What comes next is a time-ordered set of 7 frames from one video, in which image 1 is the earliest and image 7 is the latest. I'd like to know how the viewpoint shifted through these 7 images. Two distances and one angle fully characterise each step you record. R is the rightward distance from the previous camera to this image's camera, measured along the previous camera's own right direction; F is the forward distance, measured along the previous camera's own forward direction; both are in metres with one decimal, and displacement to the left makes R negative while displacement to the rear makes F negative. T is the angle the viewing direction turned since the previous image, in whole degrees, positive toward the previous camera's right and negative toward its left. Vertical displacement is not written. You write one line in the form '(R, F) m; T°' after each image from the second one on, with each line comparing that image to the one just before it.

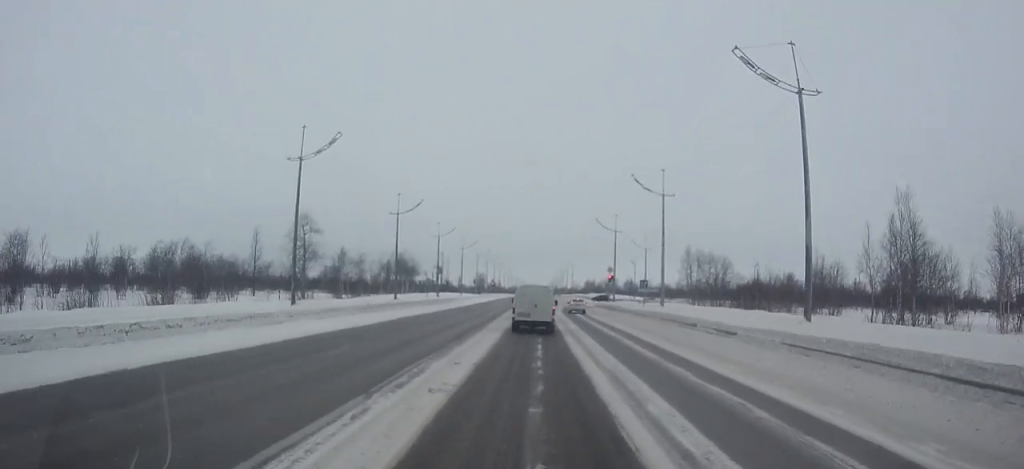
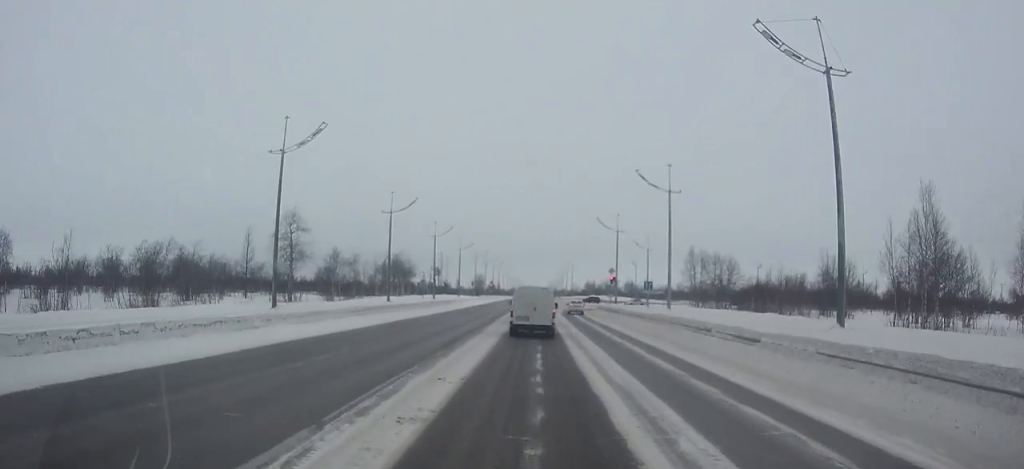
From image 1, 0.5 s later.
(0.0, +2.3) m; 0°
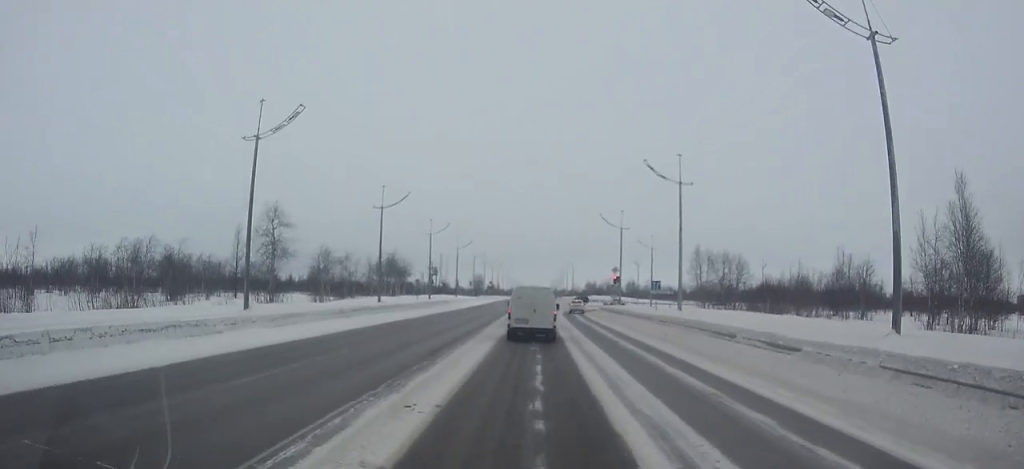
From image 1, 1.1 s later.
(0.0, +3.1) m; 0°
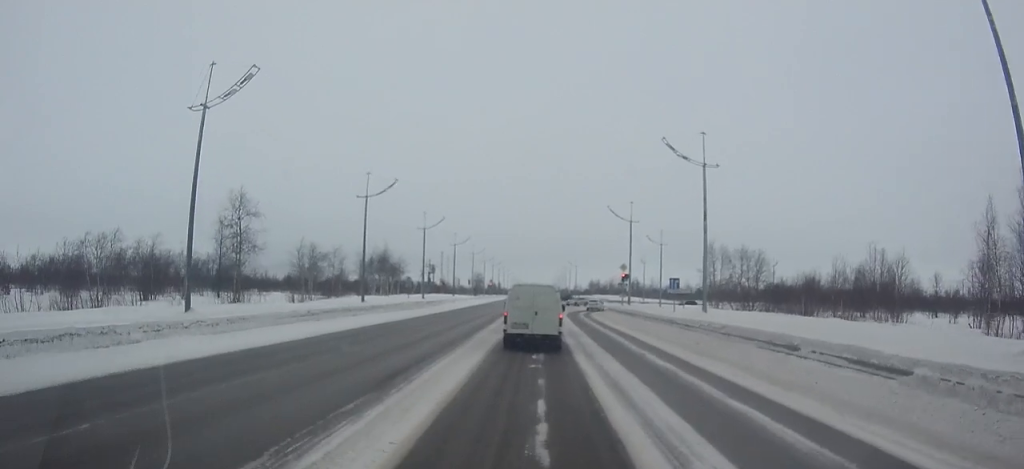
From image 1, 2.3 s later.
(0.0, +5.0) m; +1°
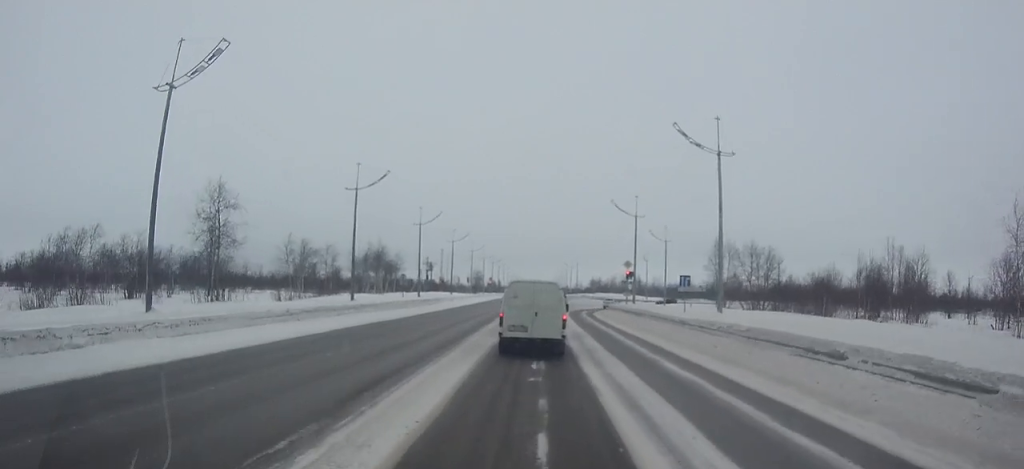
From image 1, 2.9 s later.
(0.0, +2.5) m; 0°
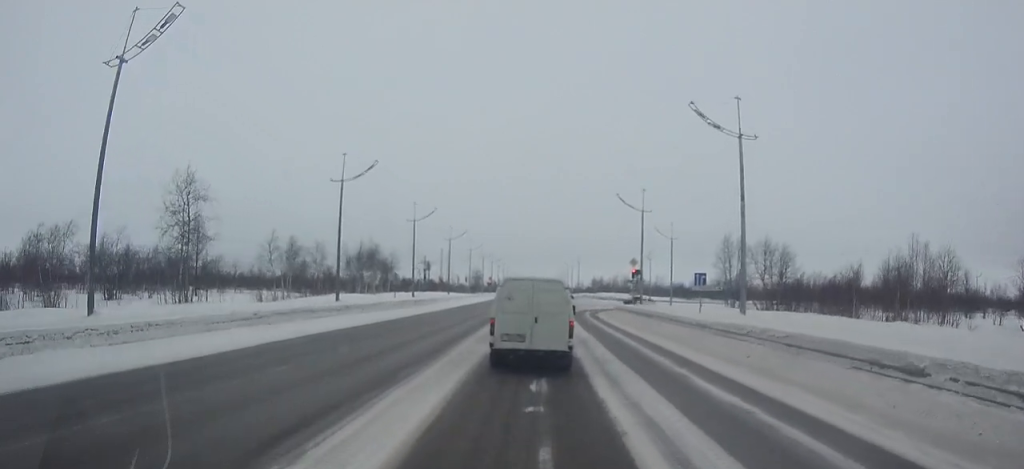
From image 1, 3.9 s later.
(0.0, +3.1) m; 0°
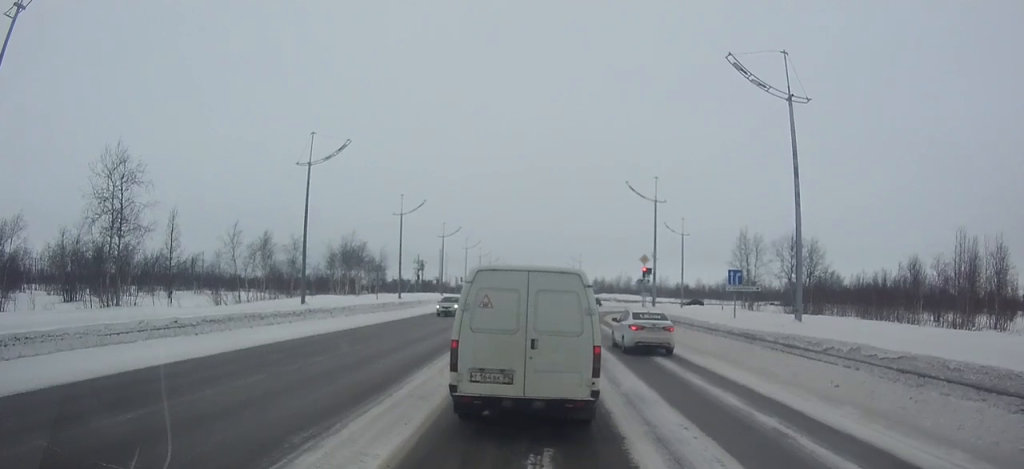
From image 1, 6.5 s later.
(0.0, +5.2) m; 0°
